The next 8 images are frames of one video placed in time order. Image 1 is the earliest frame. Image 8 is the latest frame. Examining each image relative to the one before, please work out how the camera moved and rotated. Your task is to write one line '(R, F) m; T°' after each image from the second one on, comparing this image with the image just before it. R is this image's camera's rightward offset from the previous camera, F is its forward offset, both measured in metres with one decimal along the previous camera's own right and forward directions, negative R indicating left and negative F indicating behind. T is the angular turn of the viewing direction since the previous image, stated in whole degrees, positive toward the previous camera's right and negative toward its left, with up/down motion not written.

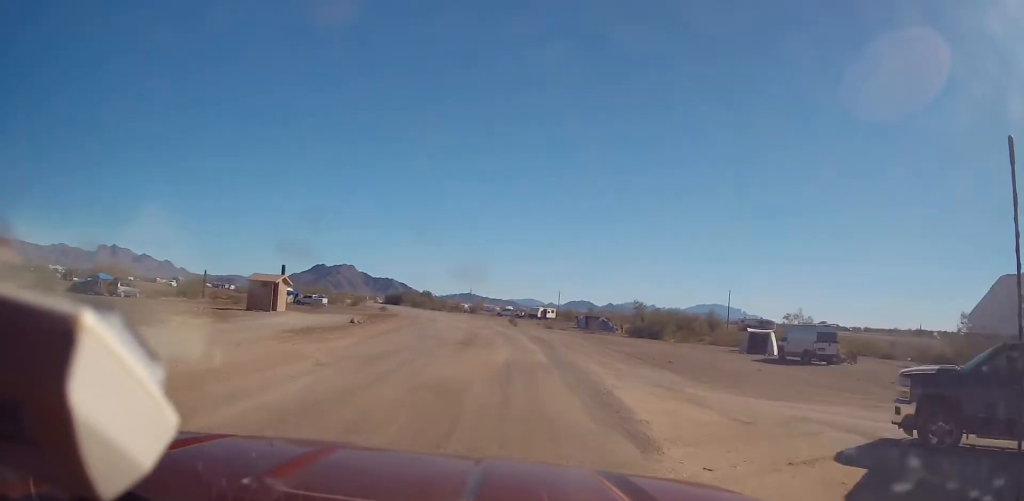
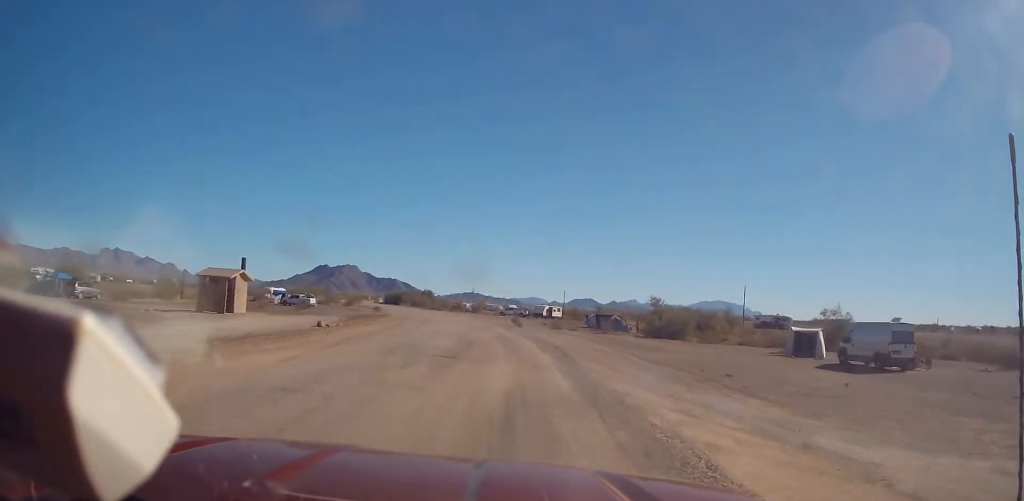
(-0.1, +8.3) m; -1°
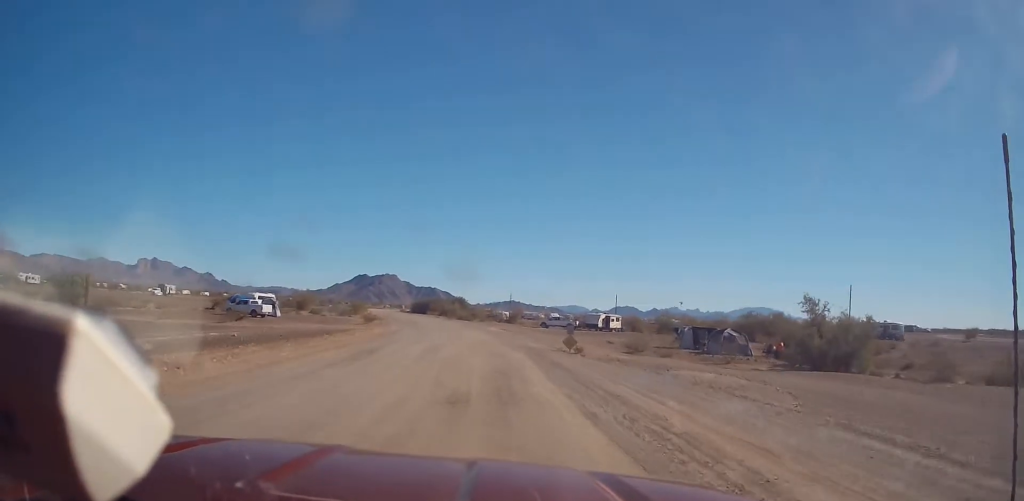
(-1.2, +32.5) m; -4°
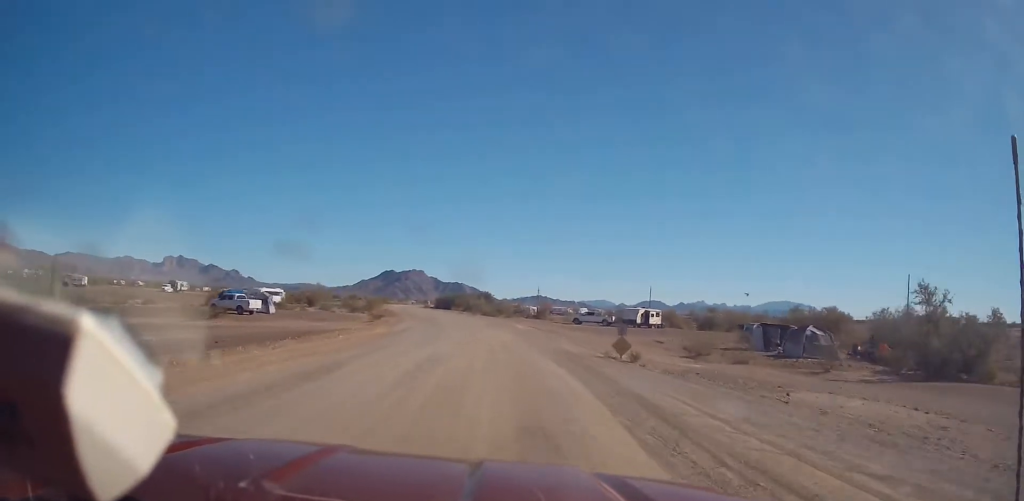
(-0.1, +11.1) m; -1°
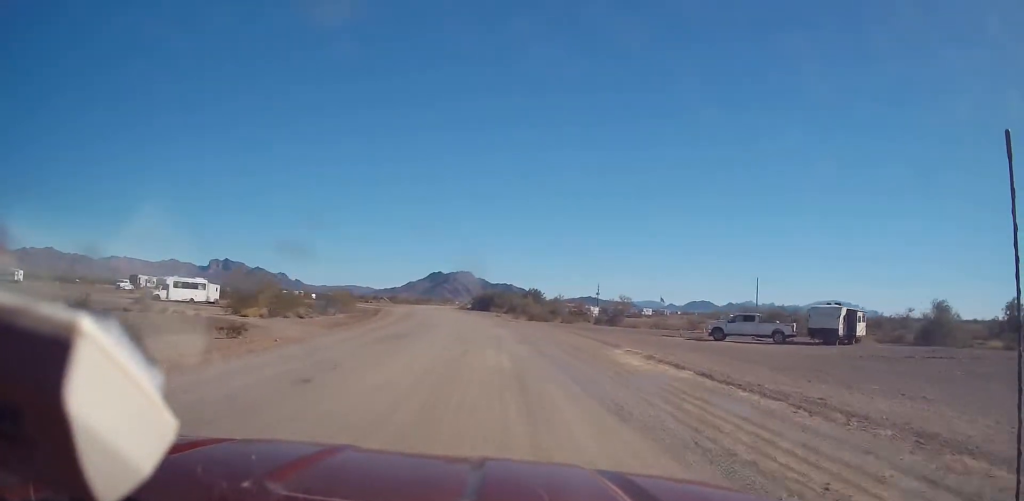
(-3.3, +50.3) m; -7°
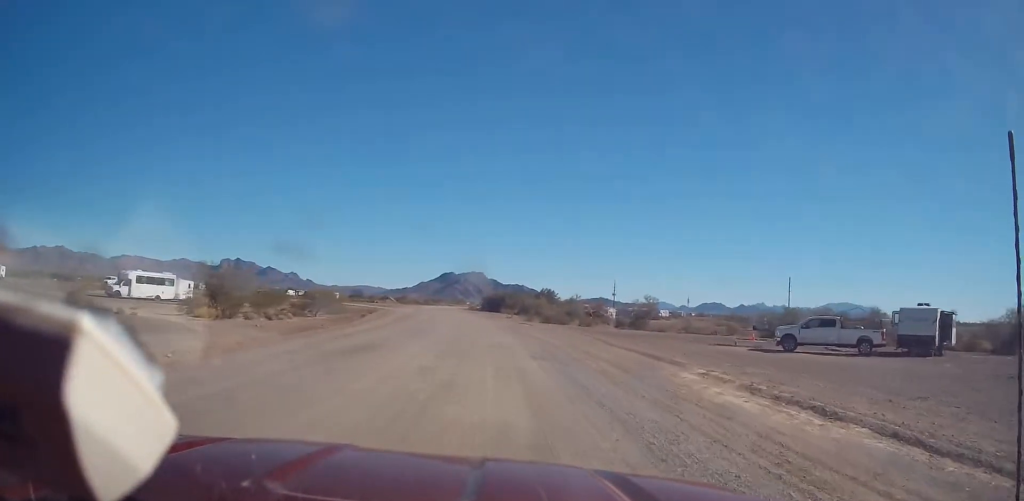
(-0.1, +10.9) m; -1°
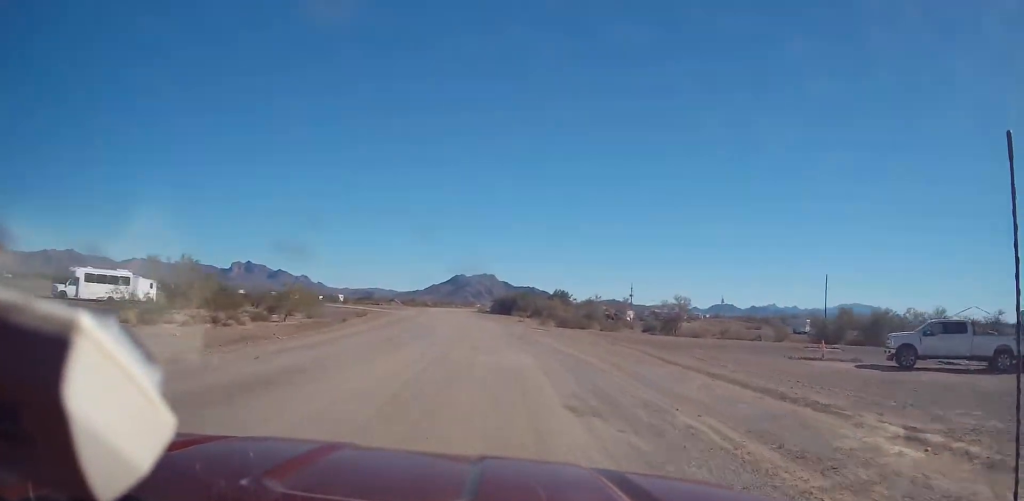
(+0.2, +11.0) m; -1°
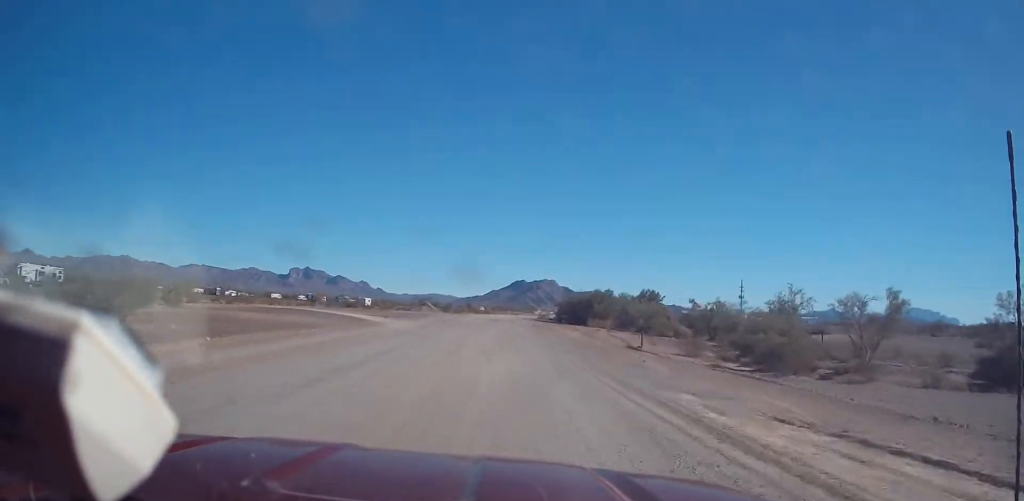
(-2.1, +52.0) m; -4°
